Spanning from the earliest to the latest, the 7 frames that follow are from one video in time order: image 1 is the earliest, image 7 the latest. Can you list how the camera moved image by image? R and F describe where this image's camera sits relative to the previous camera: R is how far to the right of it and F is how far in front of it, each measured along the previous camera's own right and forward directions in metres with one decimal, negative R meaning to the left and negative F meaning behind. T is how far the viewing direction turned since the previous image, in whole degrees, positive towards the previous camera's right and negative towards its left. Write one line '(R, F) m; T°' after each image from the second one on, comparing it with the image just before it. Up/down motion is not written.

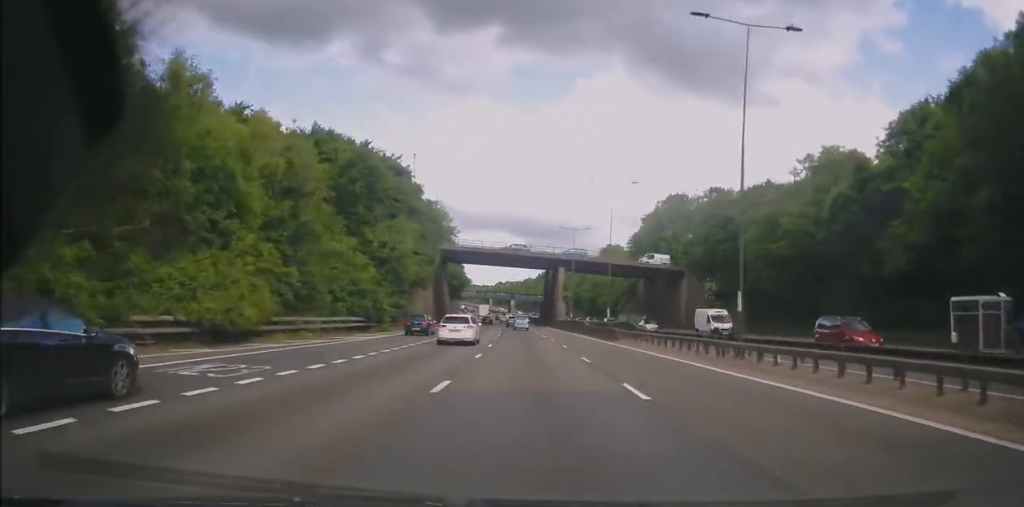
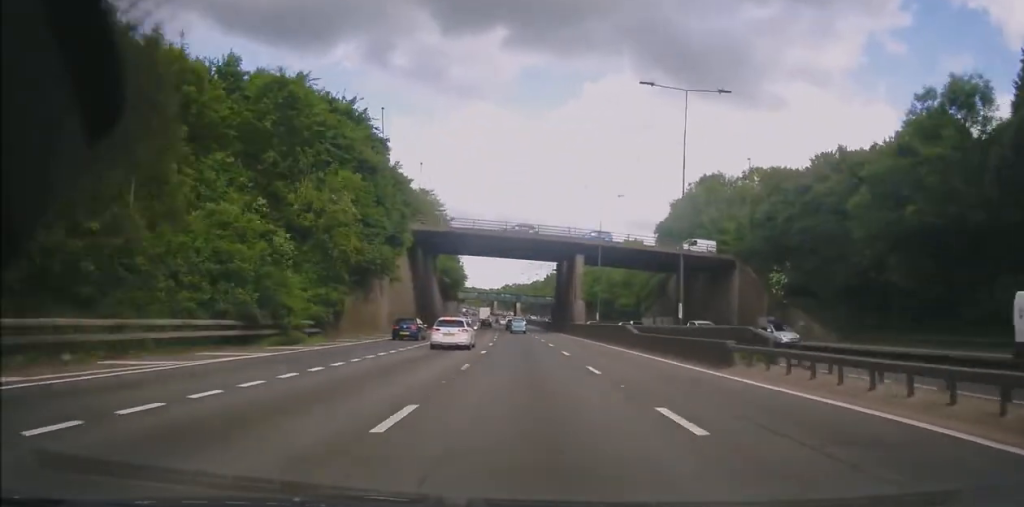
(+0.2, +21.1) m; -1°
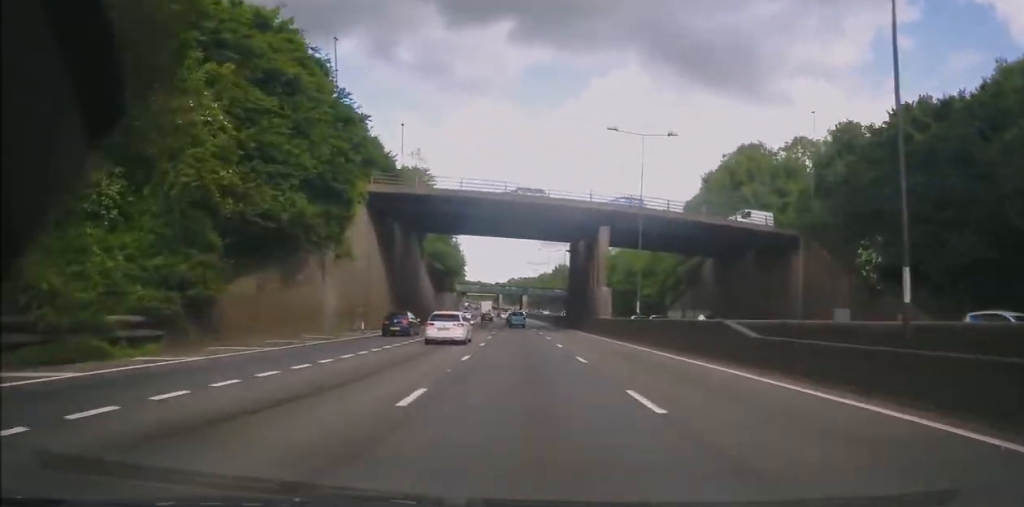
(-0.2, +16.6) m; -1°
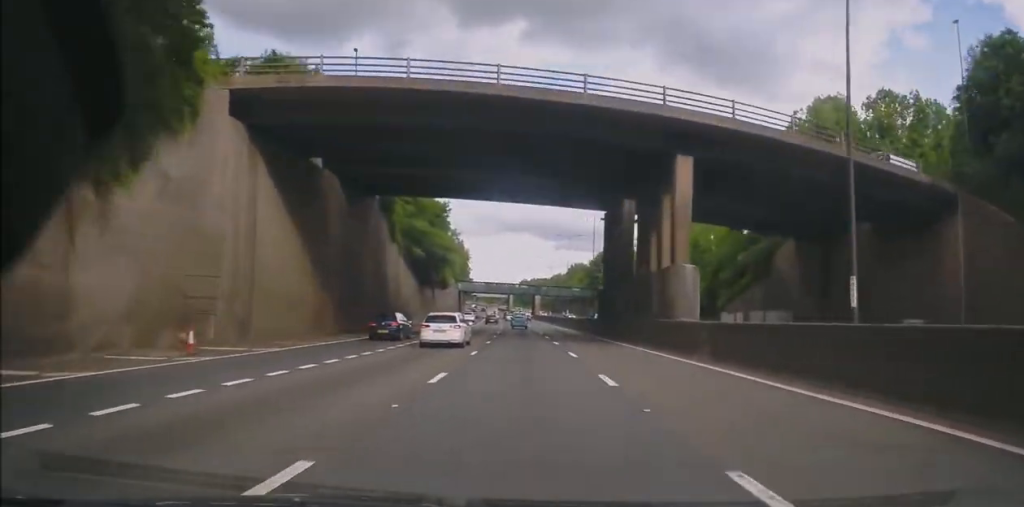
(-0.3, +23.1) m; -1°
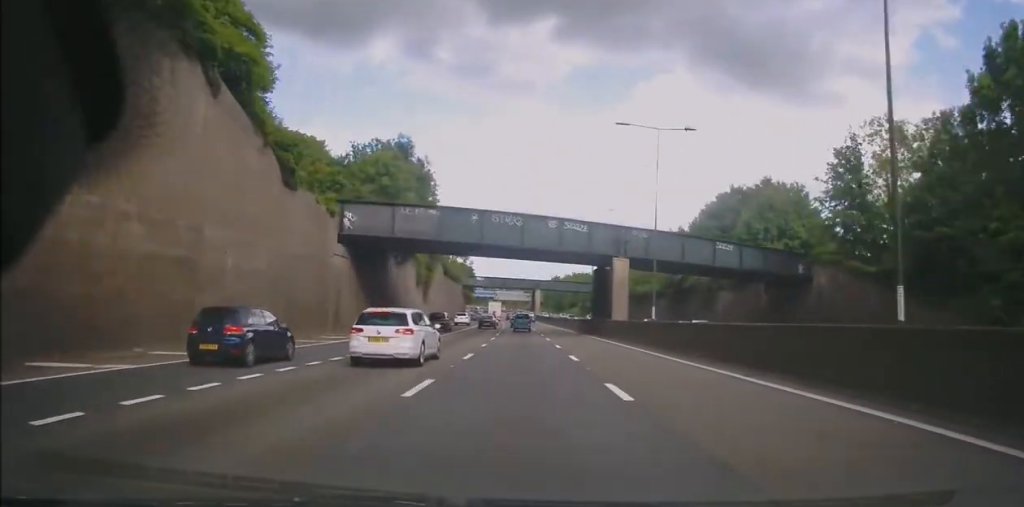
(-2.4, +97.5) m; -3°
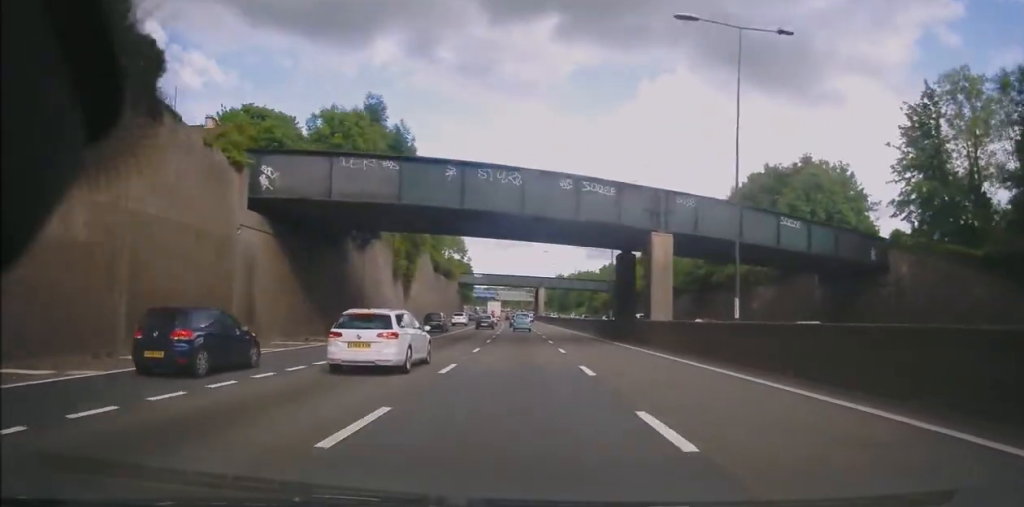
(0.0, +12.8) m; 0°
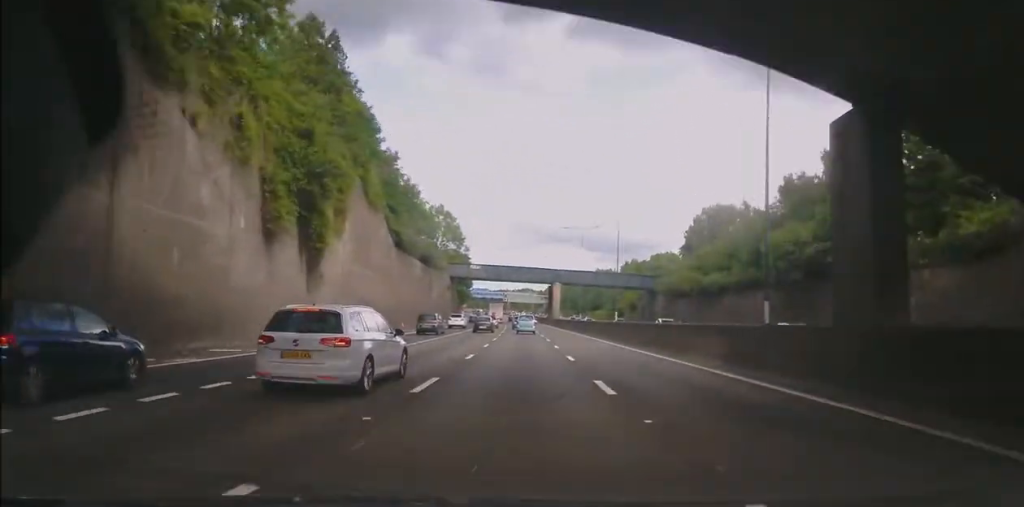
(-0.3, +29.8) m; -1°
